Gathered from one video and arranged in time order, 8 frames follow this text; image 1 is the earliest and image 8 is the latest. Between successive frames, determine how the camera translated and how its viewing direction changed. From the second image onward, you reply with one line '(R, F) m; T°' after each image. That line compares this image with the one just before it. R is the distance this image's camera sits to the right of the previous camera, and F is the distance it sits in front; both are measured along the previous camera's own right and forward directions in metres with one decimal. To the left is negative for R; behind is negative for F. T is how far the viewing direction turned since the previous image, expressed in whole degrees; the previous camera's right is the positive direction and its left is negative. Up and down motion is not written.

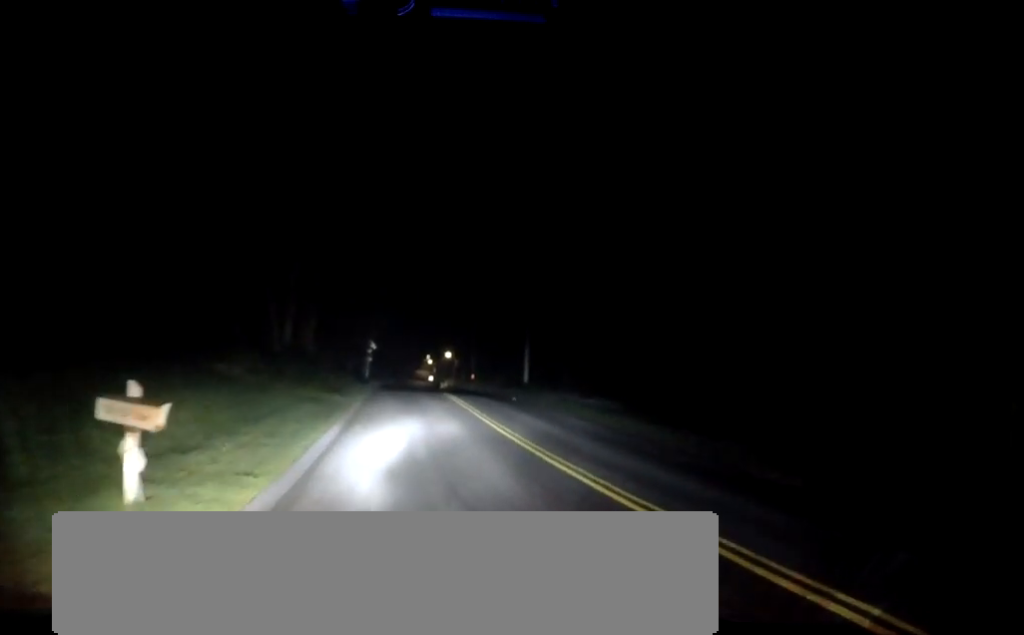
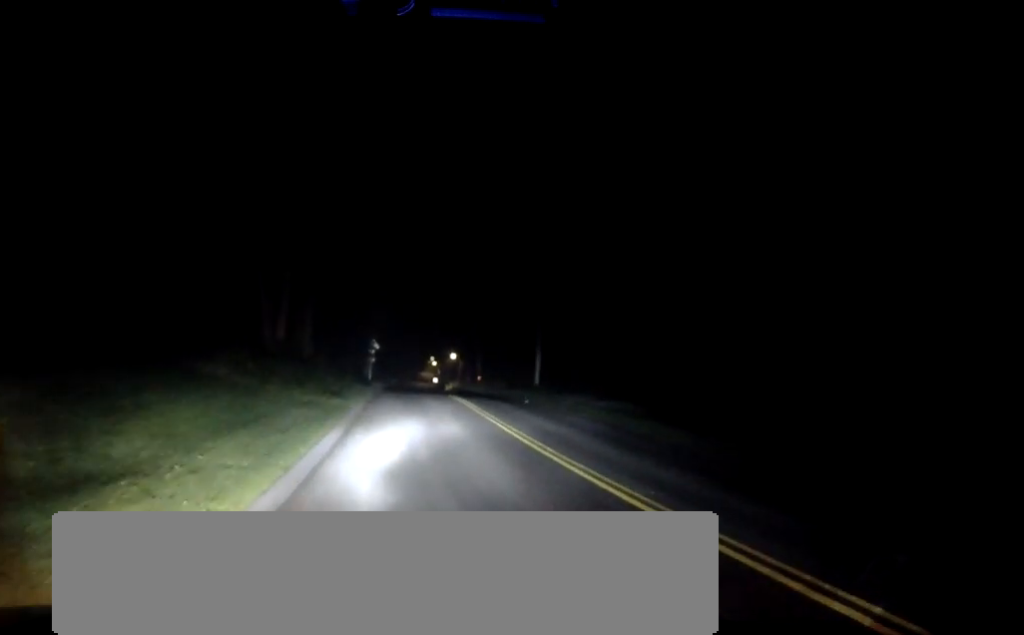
(0.0, +2.7) m; 0°
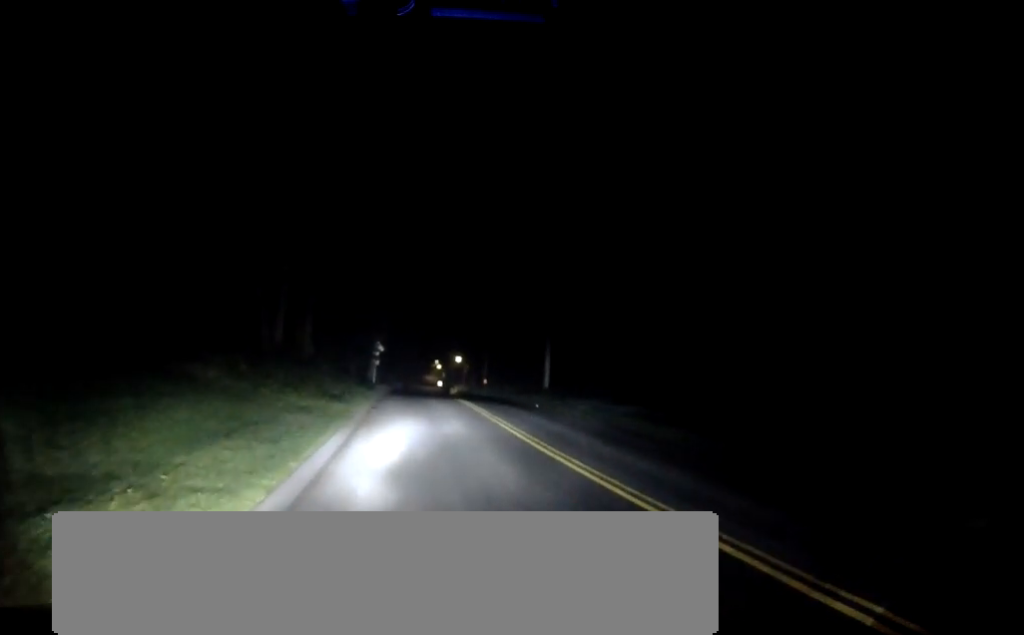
(+0.1, +1.6) m; 0°
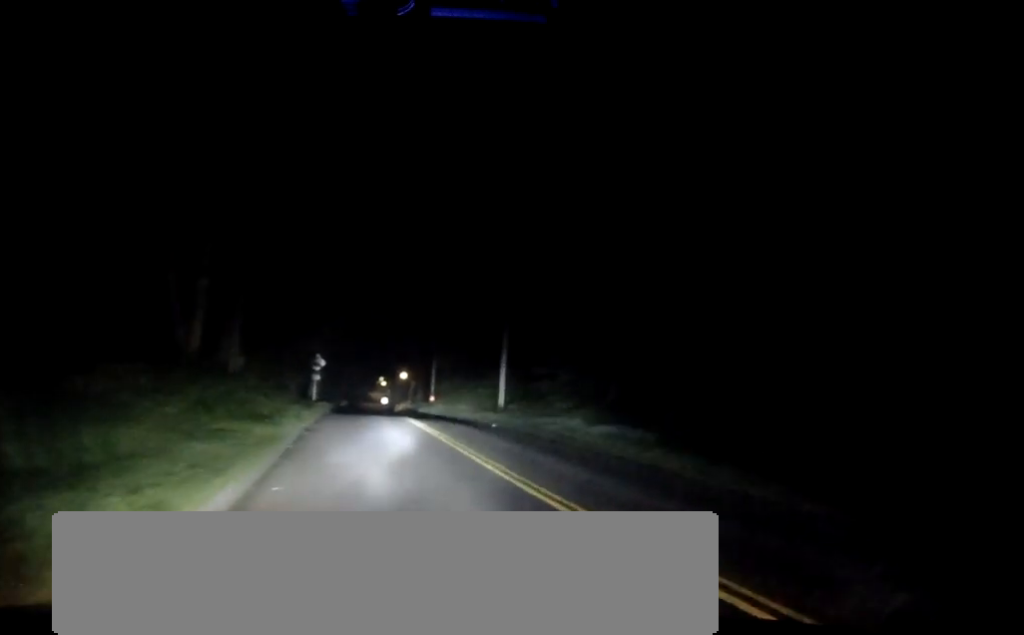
(+0.8, +5.5) m; +11°
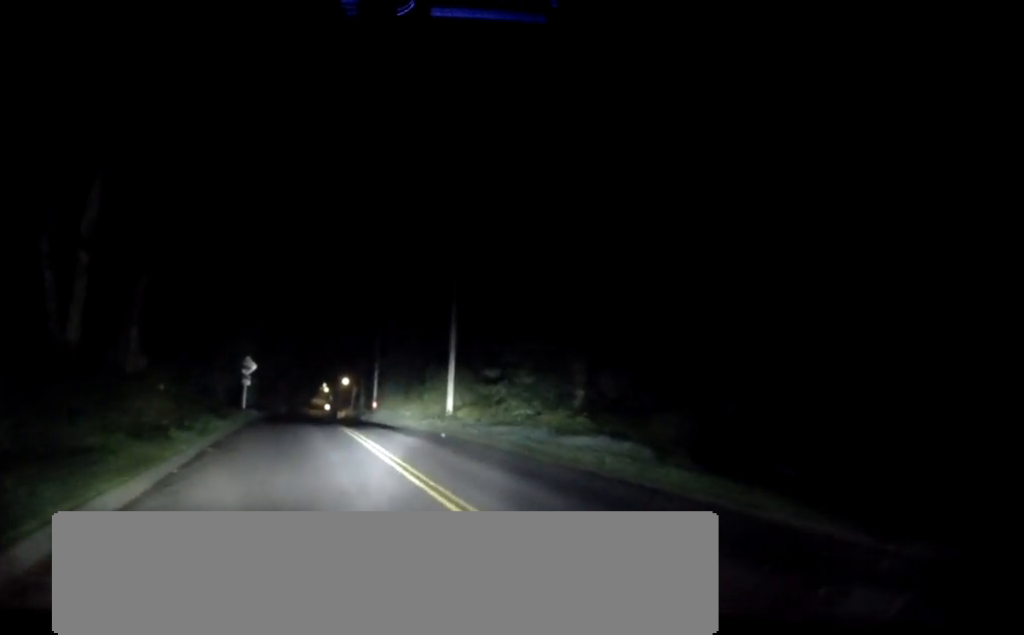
(-0.4, +4.5) m; -3°
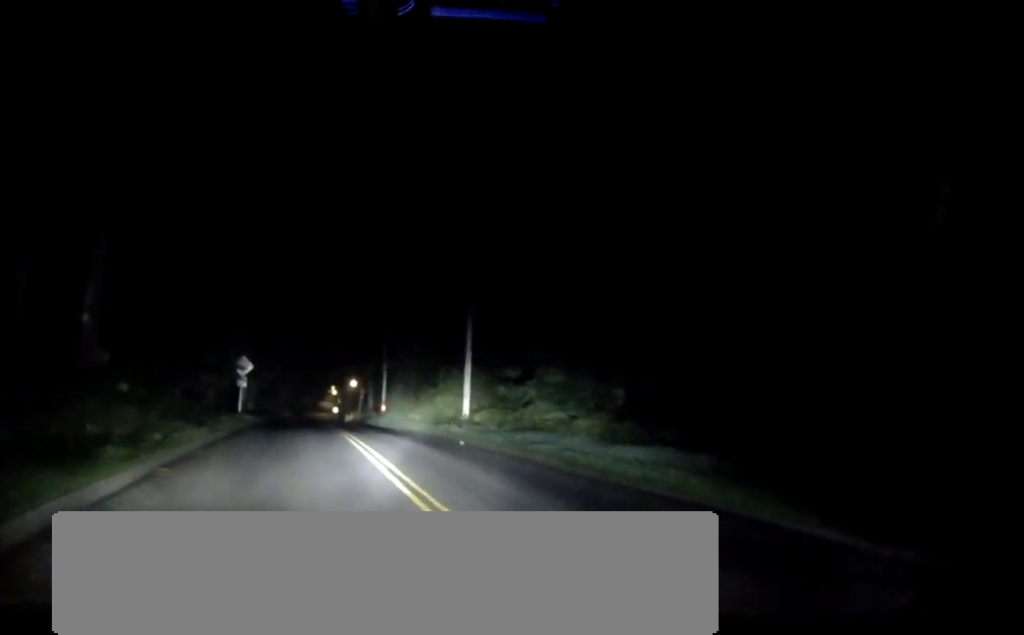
(+0.2, +3.4) m; +2°
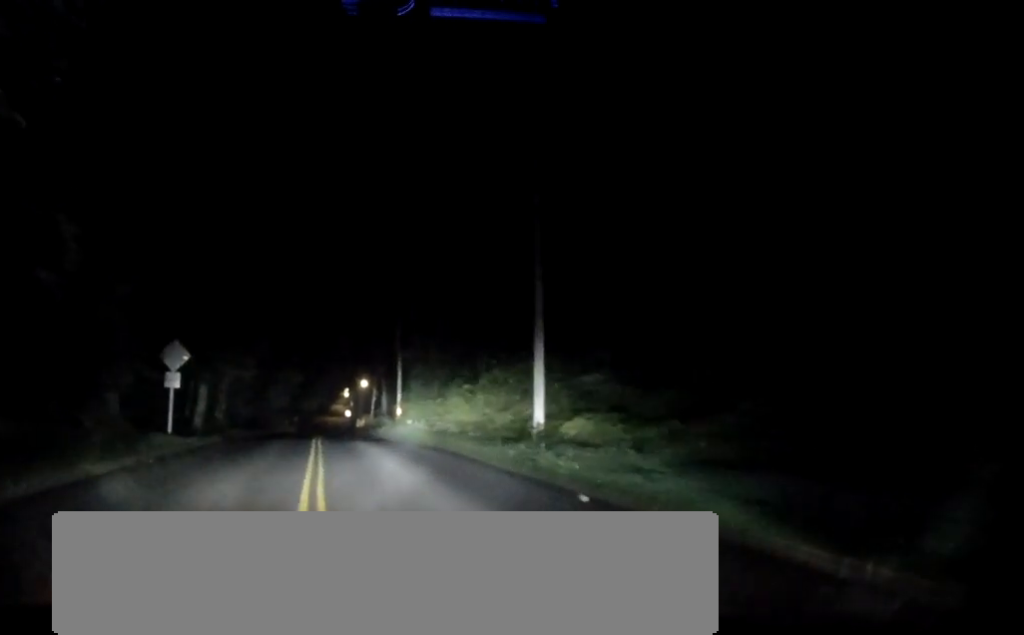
(0.0, +13.0) m; -3°
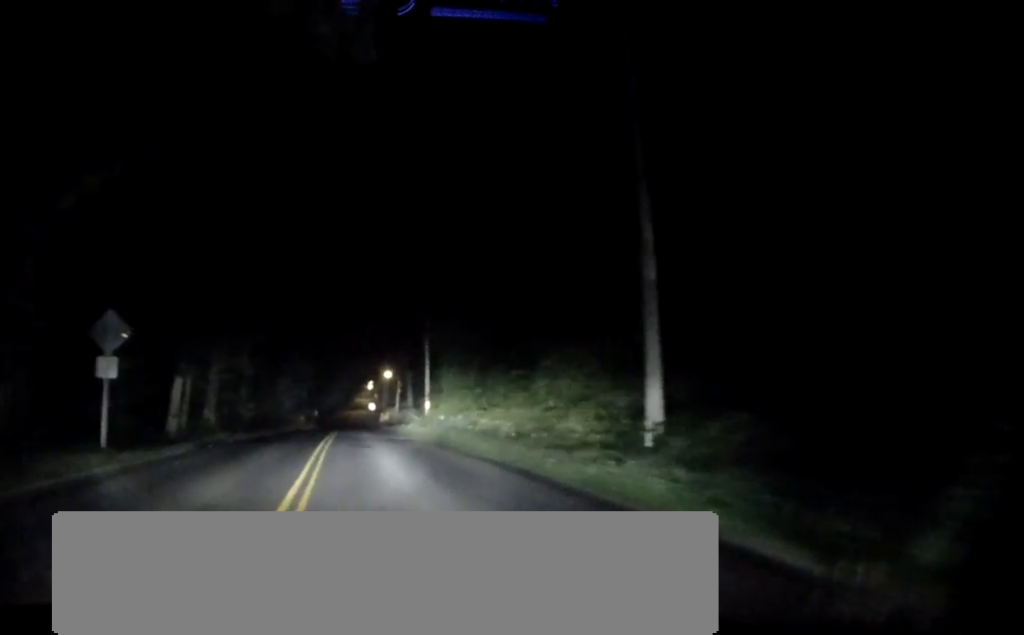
(-0.2, +7.0) m; -3°
